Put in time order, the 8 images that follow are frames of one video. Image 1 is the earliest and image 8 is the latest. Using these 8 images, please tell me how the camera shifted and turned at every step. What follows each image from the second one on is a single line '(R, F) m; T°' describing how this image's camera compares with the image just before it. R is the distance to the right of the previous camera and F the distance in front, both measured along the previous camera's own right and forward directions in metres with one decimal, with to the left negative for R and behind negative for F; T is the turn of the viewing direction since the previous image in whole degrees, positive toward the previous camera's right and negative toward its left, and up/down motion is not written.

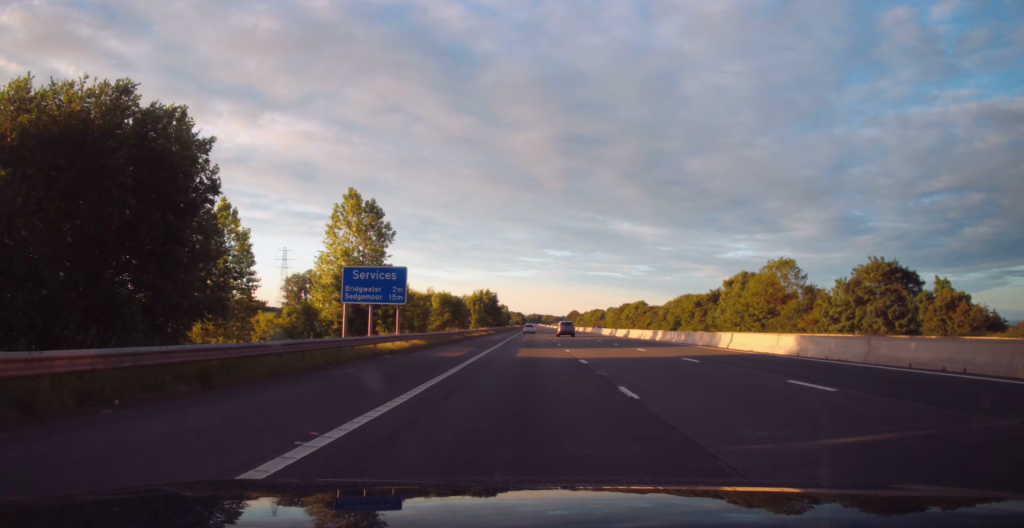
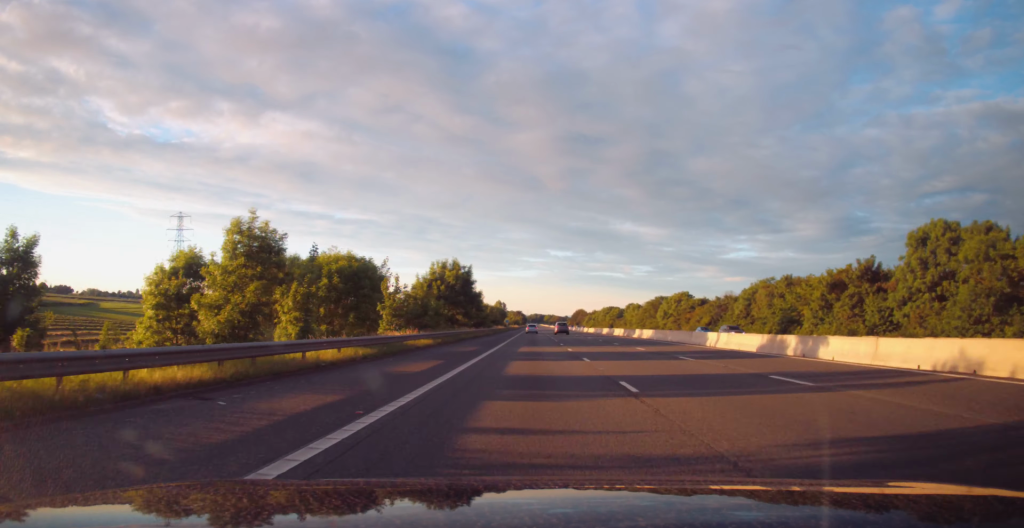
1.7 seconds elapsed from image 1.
(-0.2, +56.6) m; 0°
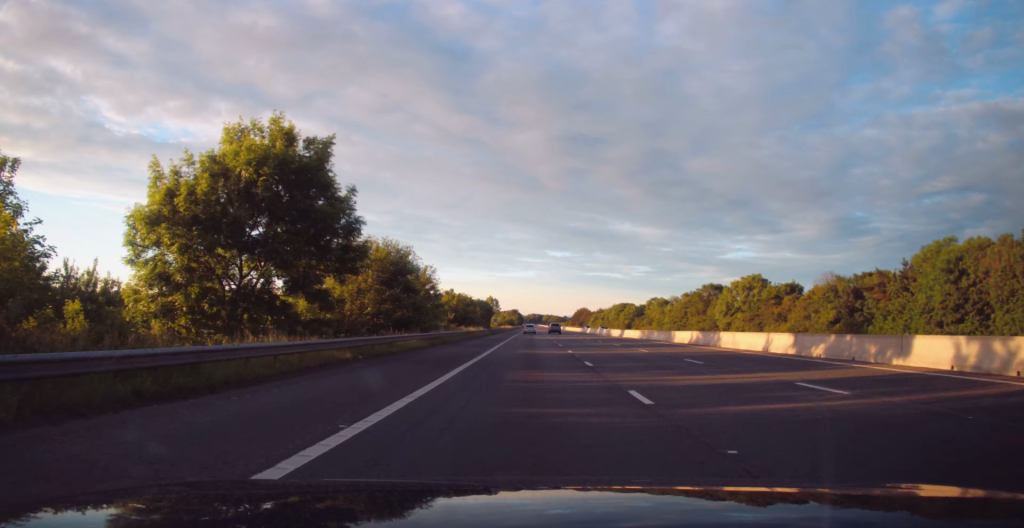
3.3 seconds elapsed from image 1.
(+0.5, +49.9) m; 0°
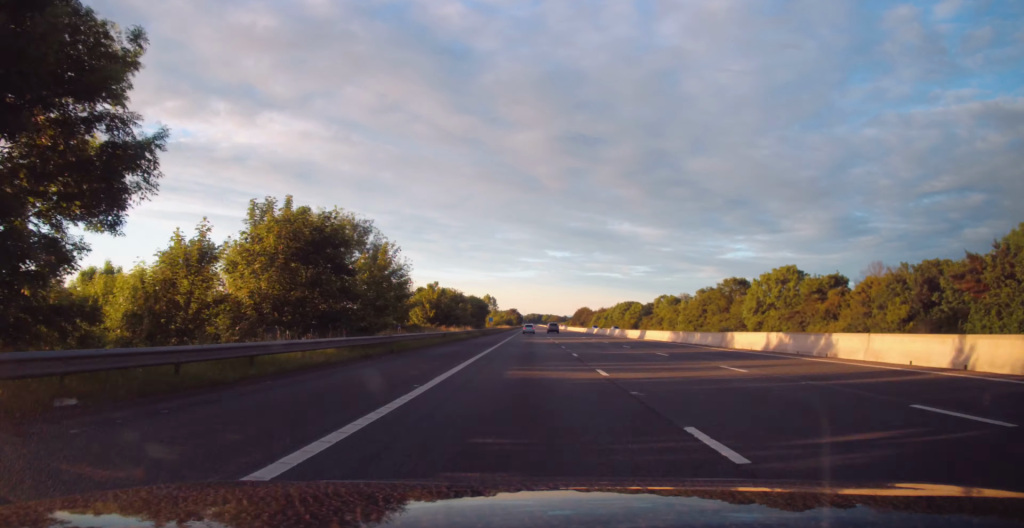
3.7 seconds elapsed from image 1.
(-0.2, +14.1) m; 0°
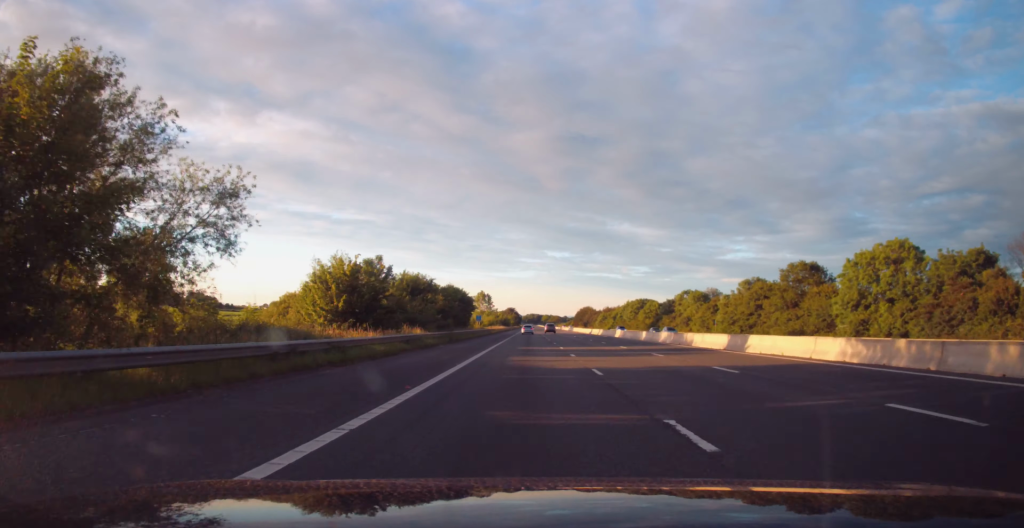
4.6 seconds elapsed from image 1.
(-0.1, +28.2) m; 0°
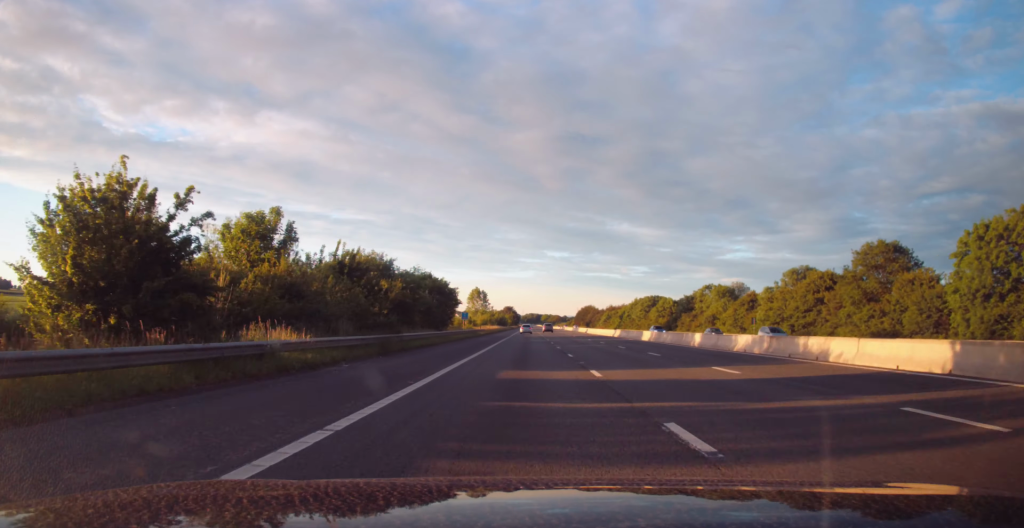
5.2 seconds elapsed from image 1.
(+0.3, +19.5) m; 0°
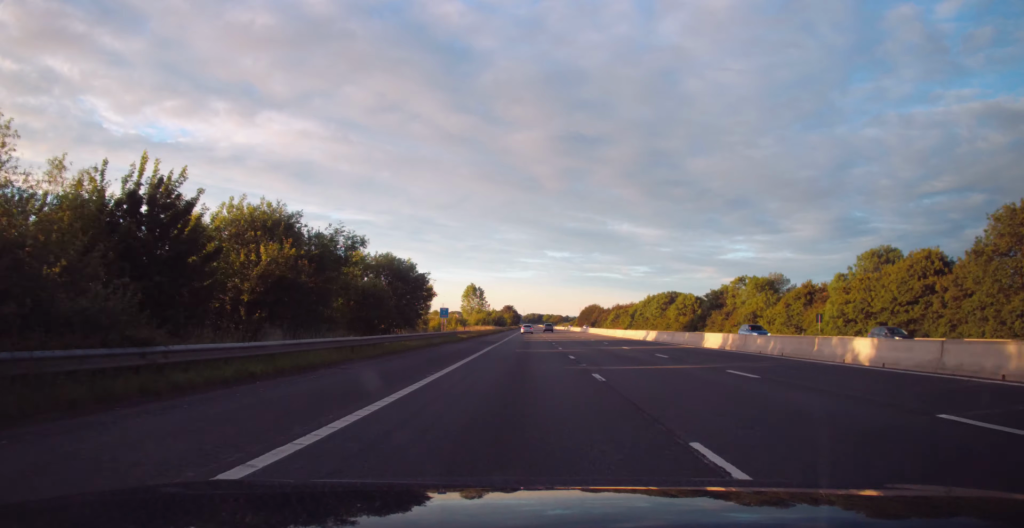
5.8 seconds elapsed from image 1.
(-0.3, +20.7) m; 0°
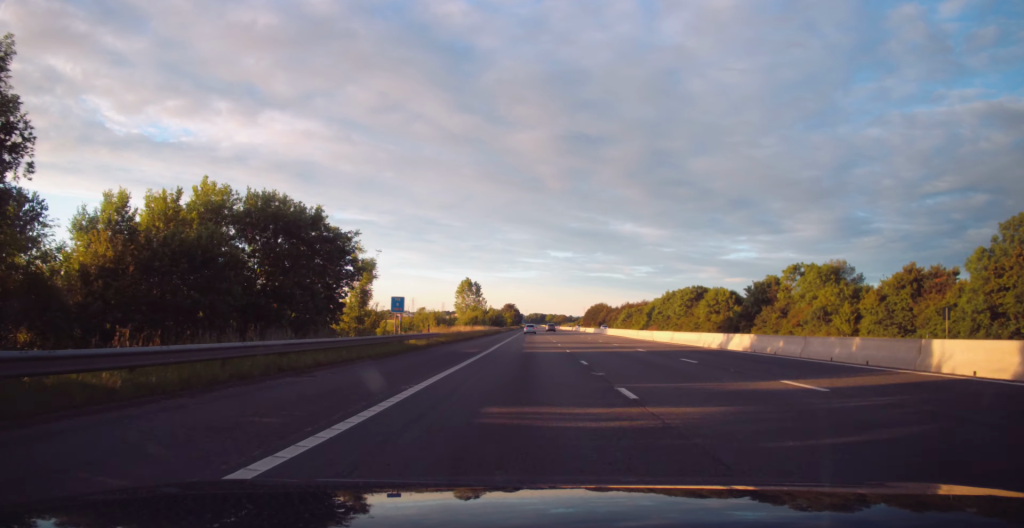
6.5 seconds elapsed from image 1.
(-0.1, +22.8) m; 0°
